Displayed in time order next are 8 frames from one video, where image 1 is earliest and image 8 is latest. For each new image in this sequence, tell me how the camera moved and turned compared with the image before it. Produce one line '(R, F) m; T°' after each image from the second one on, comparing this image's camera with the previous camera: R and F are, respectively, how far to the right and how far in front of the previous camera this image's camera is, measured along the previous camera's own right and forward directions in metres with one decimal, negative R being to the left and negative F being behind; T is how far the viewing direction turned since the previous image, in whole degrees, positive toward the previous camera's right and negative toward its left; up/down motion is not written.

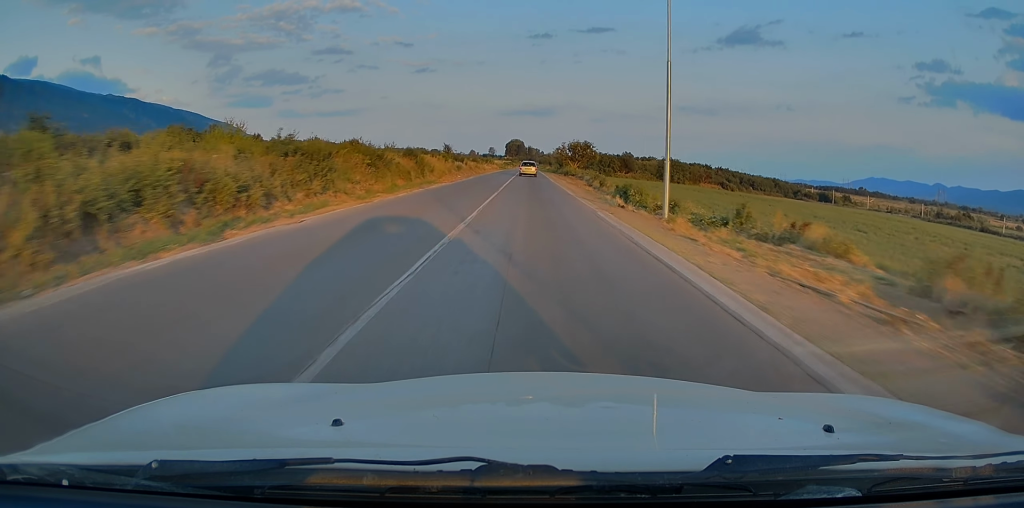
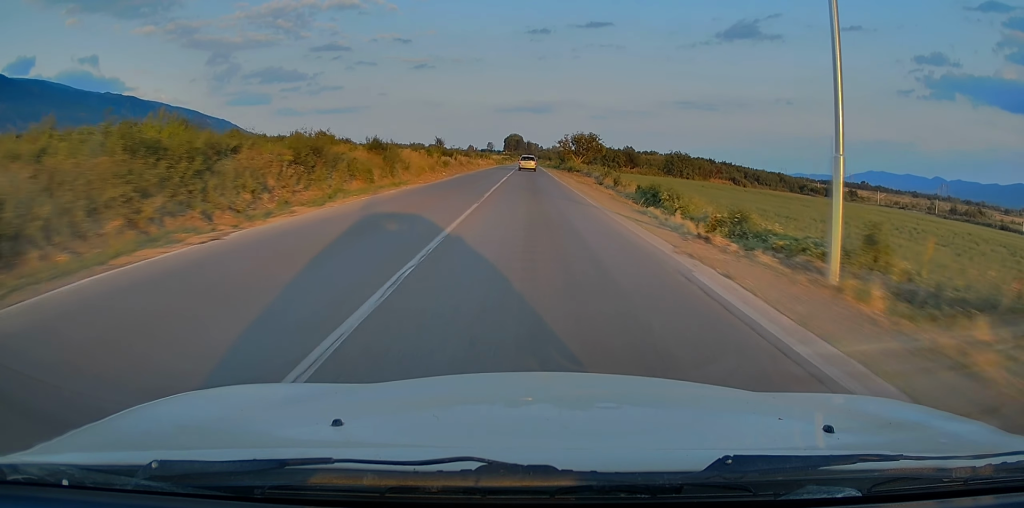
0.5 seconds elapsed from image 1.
(-0.1, +10.7) m; 0°
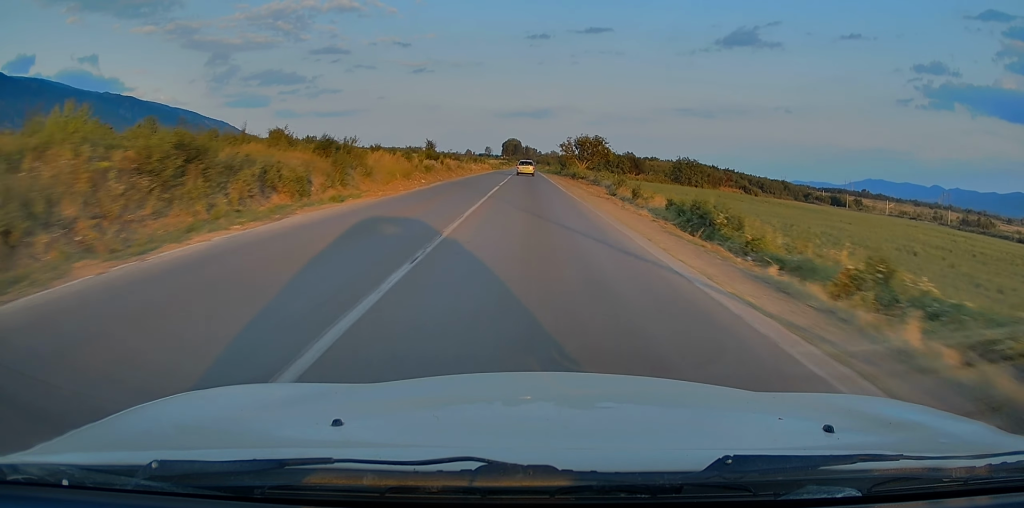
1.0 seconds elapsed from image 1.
(-0.1, +9.9) m; 0°
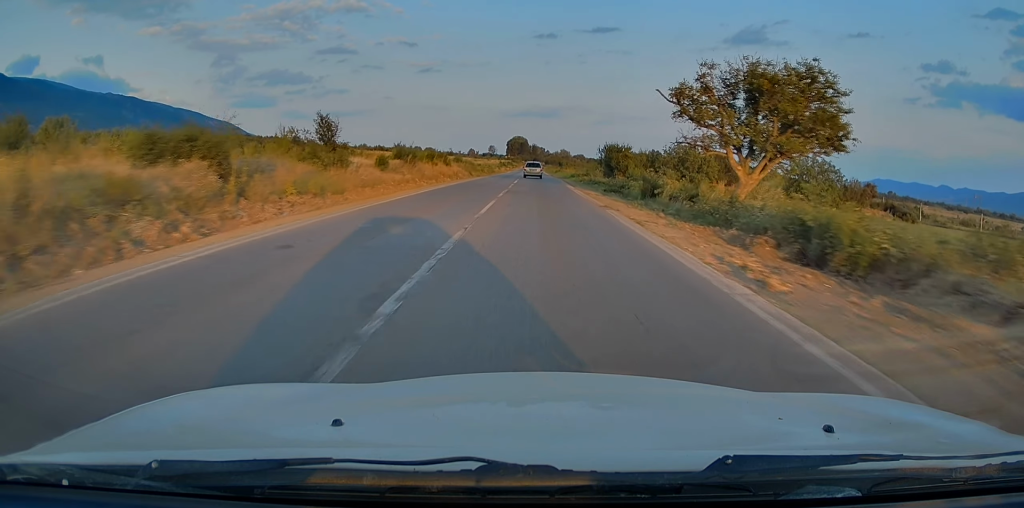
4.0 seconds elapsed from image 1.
(+0.2, +64.1) m; +1°
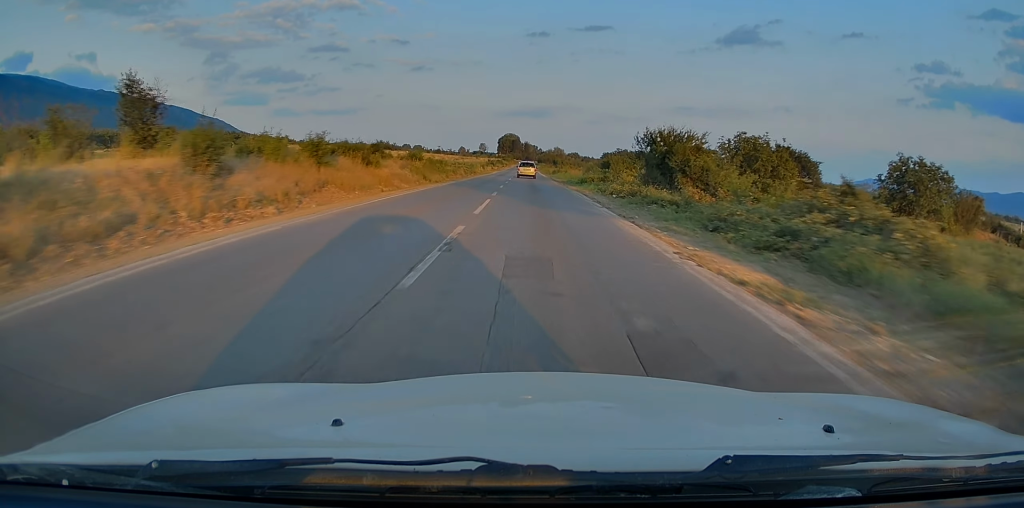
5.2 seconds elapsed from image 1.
(0.0, +27.1) m; 0°
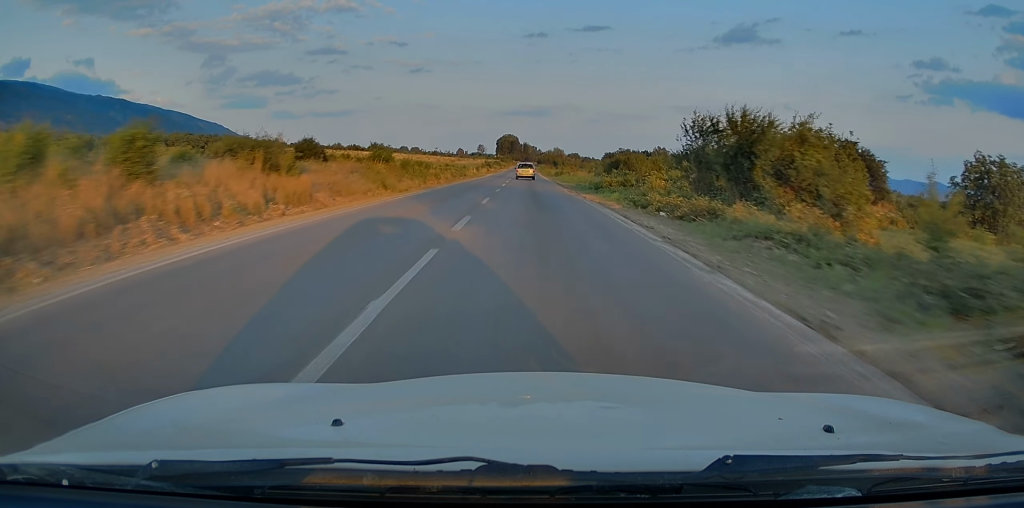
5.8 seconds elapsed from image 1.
(0.0, +12.6) m; 0°
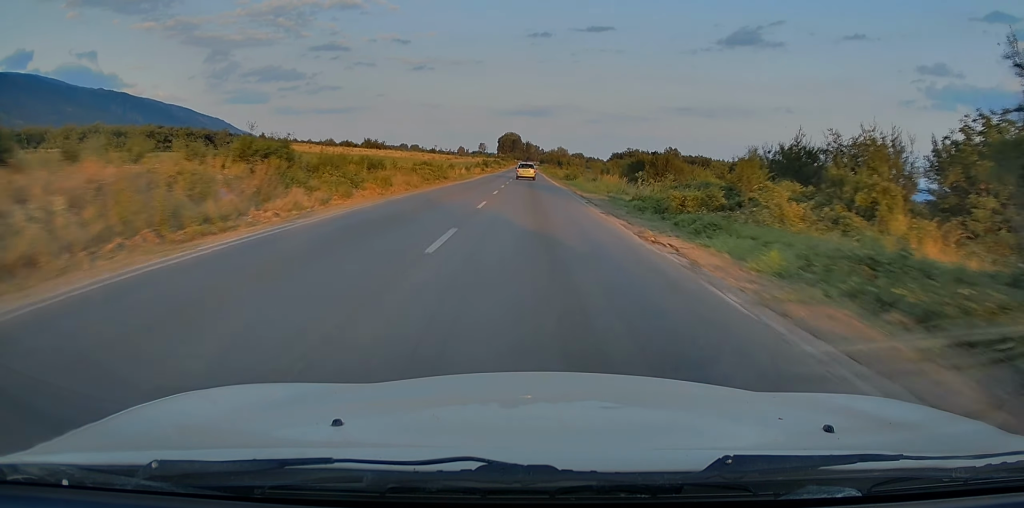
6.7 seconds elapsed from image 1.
(+0.1, +20.6) m; 0°
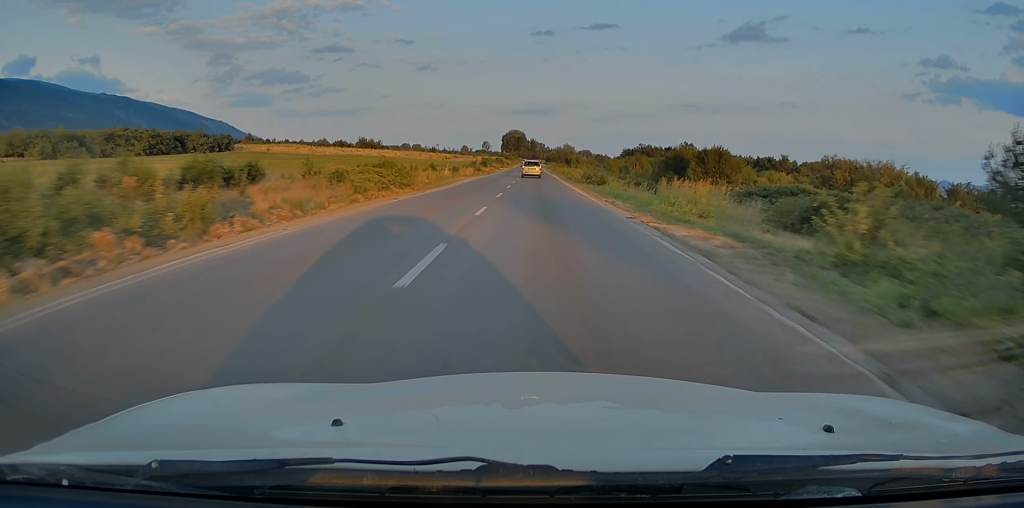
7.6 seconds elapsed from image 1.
(0.0, +20.7) m; -1°
